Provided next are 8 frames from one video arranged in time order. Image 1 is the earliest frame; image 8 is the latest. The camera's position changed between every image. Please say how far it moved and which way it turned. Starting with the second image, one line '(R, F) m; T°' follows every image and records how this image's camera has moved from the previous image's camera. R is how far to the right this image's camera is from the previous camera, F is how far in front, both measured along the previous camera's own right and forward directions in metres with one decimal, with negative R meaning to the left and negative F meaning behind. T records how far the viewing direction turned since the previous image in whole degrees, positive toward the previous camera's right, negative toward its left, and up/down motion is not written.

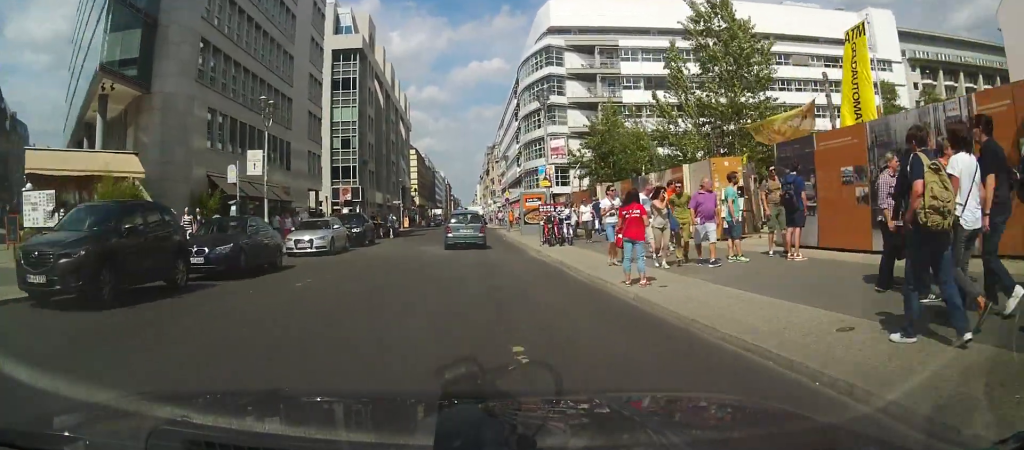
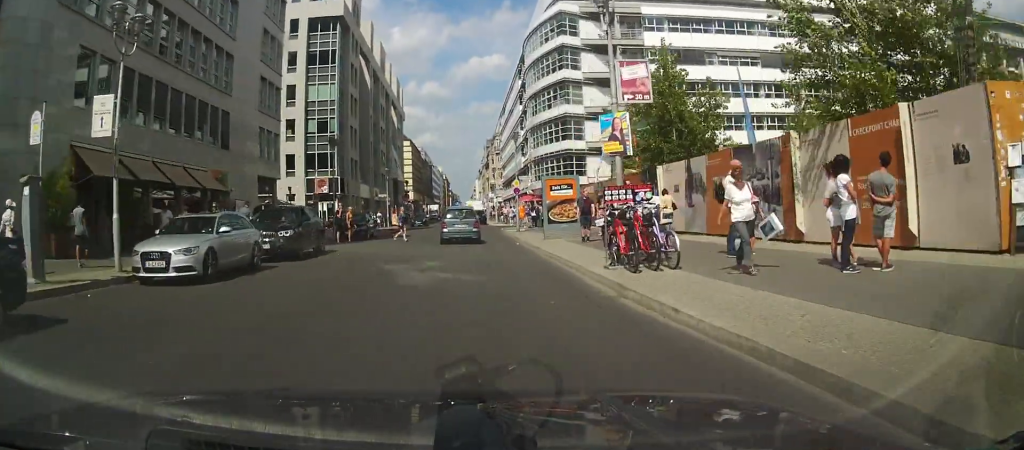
(-0.2, +10.3) m; -3°
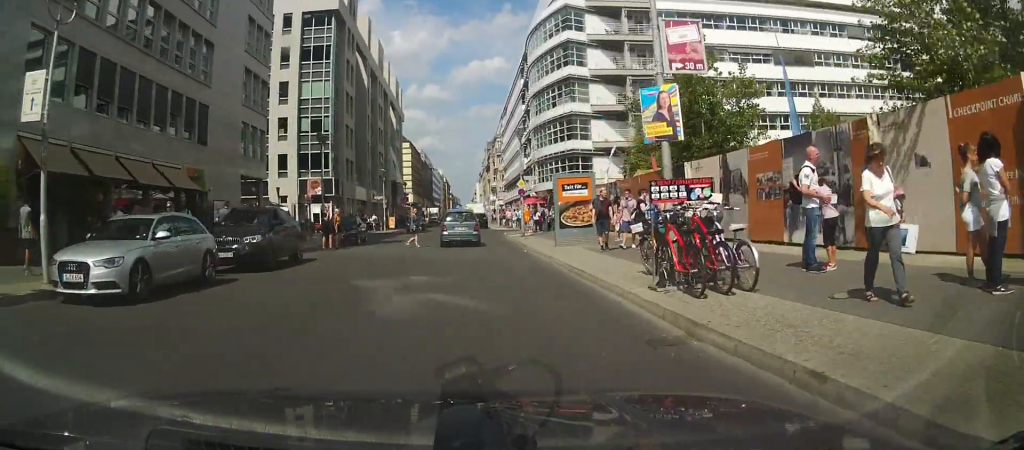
(0.0, +2.7) m; 0°
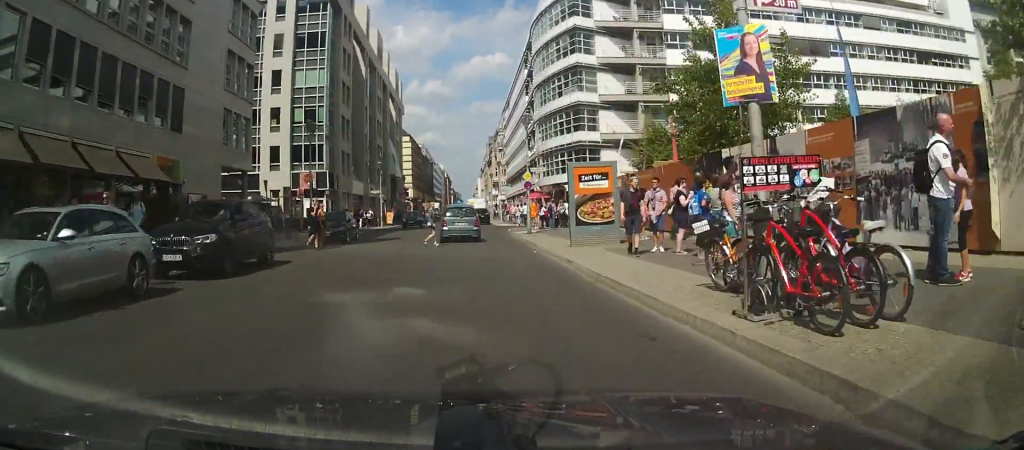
(0.0, +2.8) m; 0°
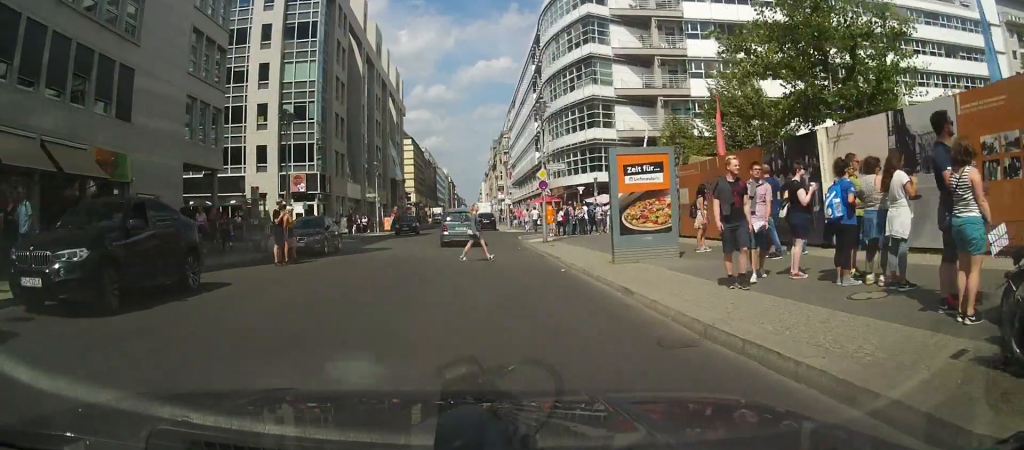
(0.0, +4.6) m; 0°
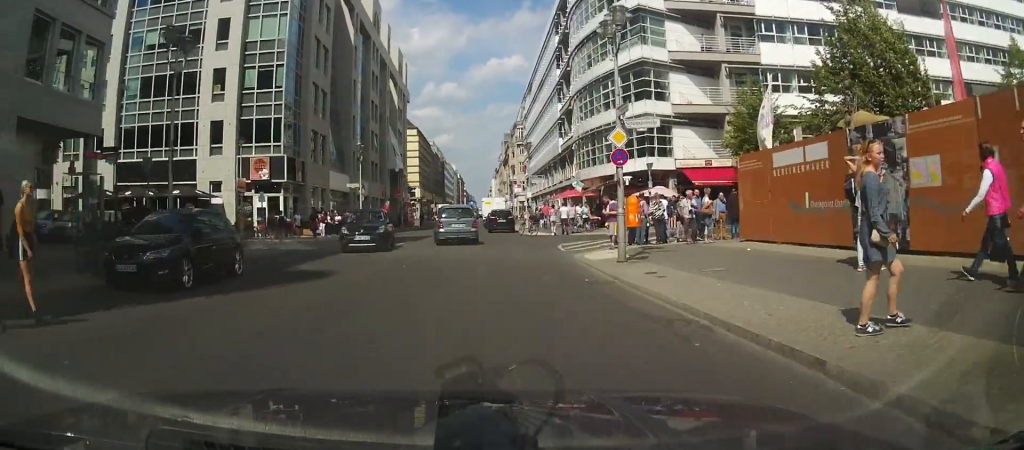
(0.0, +11.8) m; 0°
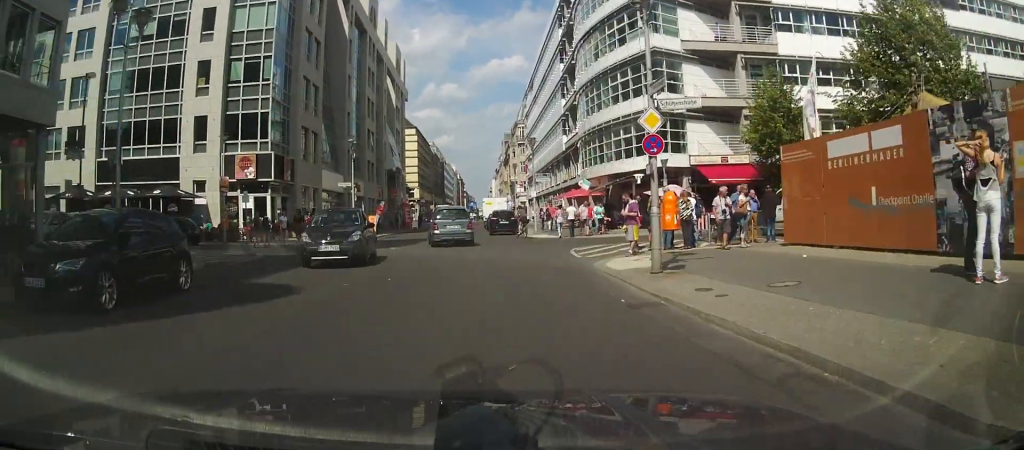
(0.0, +2.8) m; 0°
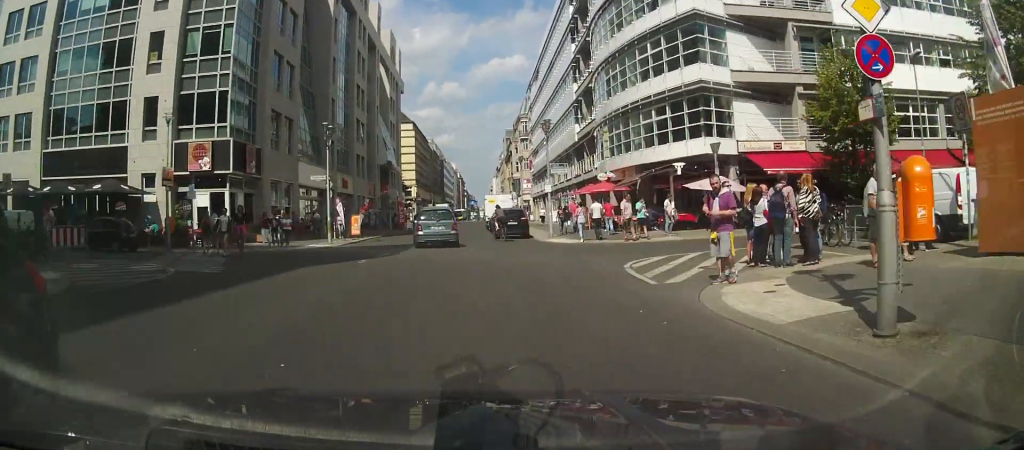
(0.0, +7.4) m; -4°
